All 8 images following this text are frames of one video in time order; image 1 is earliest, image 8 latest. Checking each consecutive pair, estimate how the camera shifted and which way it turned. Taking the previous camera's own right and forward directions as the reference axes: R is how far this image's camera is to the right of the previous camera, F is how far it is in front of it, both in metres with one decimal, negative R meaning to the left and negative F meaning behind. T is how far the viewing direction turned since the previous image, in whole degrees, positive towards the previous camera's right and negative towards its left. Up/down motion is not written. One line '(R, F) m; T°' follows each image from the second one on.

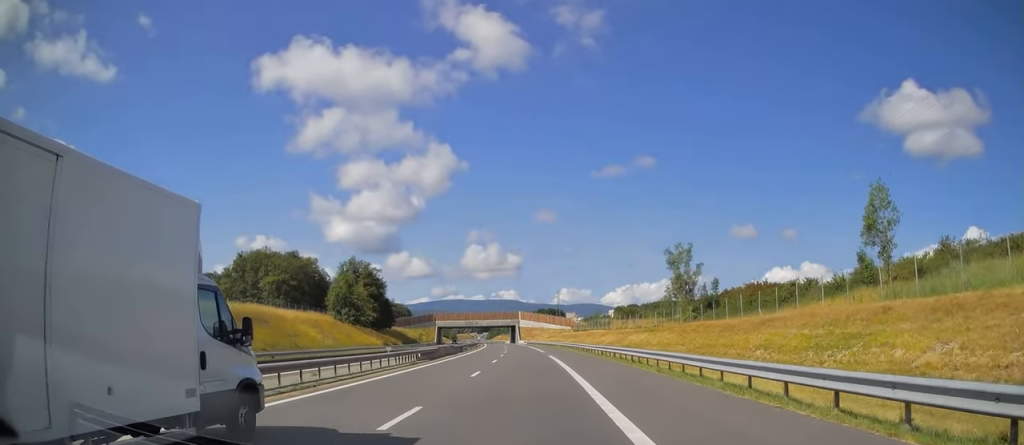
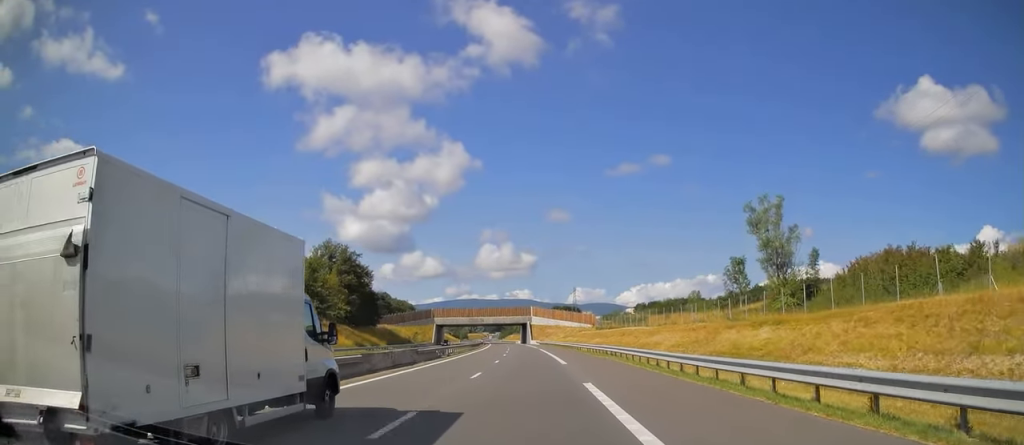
(-0.4, +26.8) m; -1°
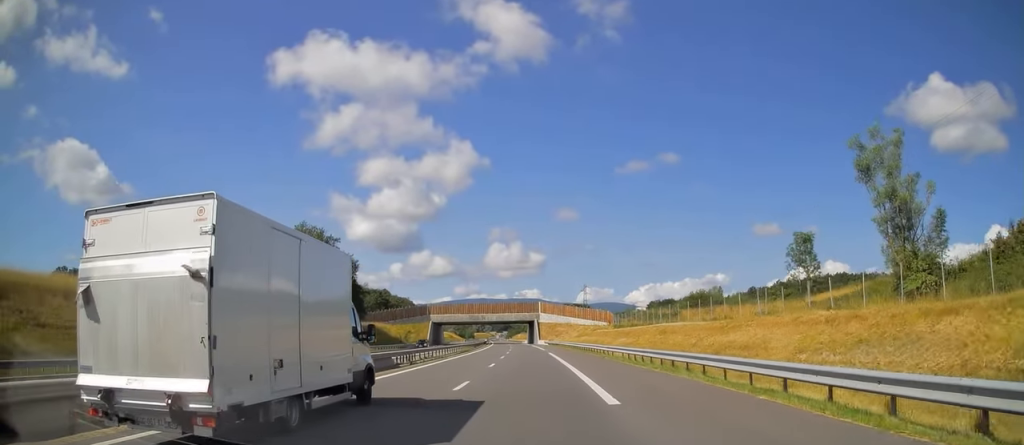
(+0.2, +18.2) m; -1°
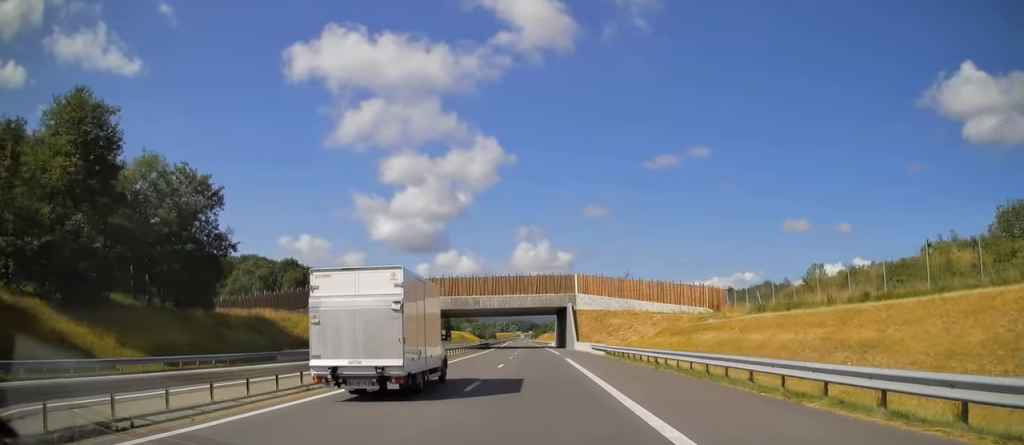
(-2.0, +65.1) m; -3°
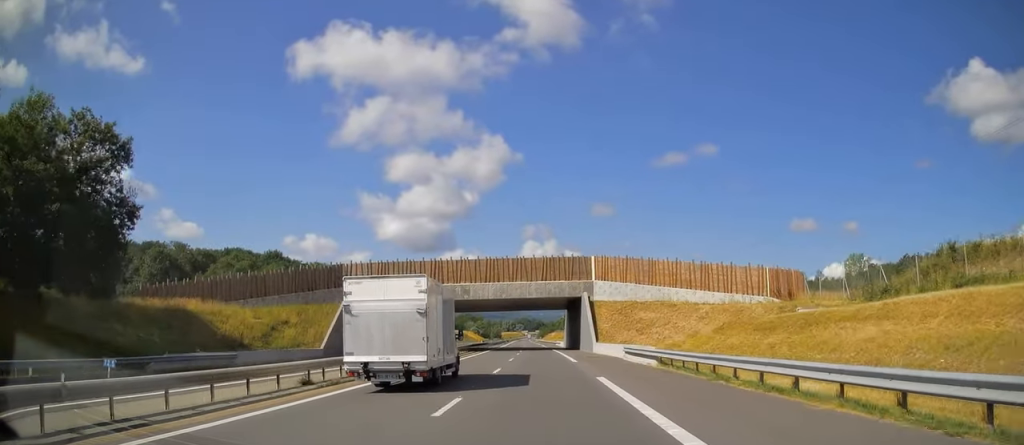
(-0.2, +18.3) m; -1°
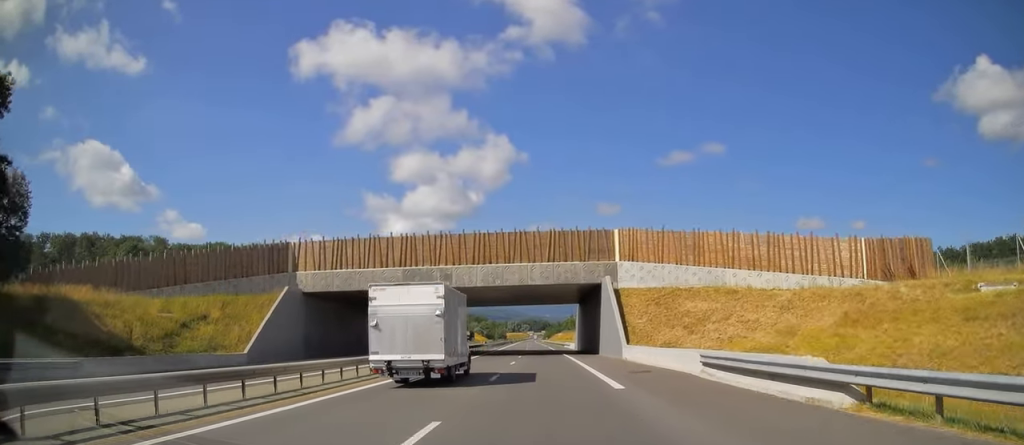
(-0.1, +16.7) m; -1°
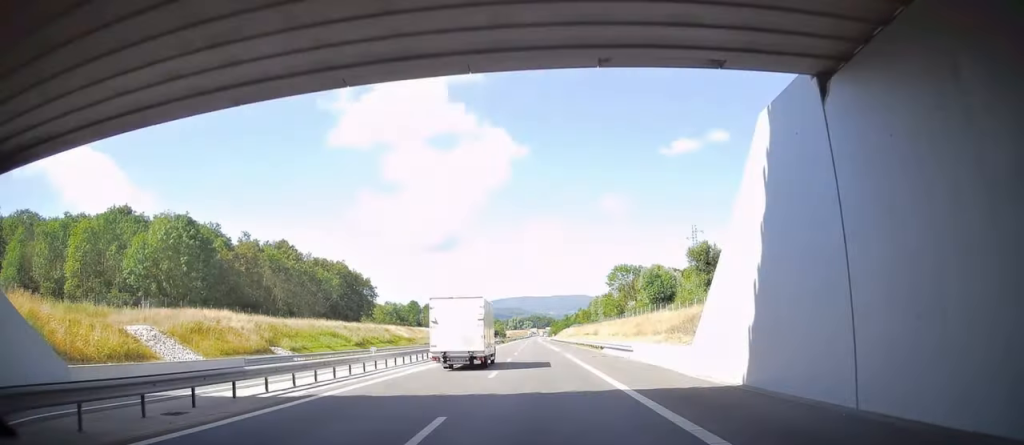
(-1.2, +64.6) m; -2°
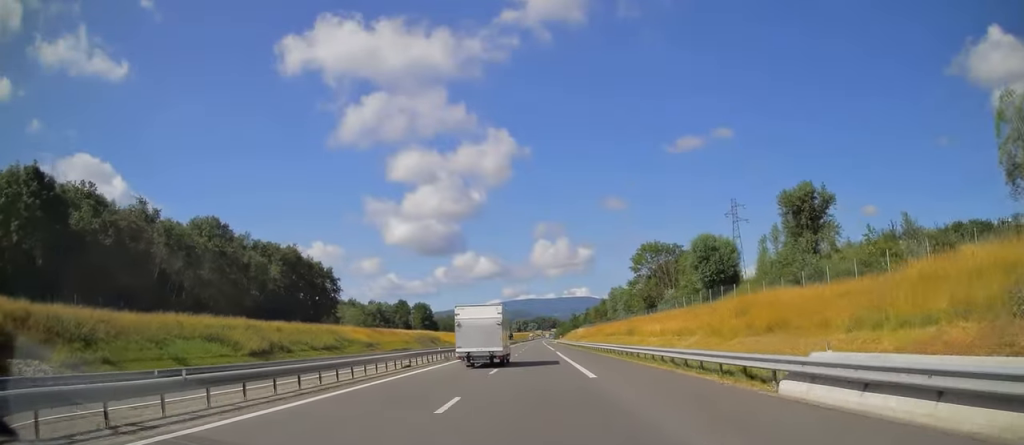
(+0.2, +34.9) m; 0°
